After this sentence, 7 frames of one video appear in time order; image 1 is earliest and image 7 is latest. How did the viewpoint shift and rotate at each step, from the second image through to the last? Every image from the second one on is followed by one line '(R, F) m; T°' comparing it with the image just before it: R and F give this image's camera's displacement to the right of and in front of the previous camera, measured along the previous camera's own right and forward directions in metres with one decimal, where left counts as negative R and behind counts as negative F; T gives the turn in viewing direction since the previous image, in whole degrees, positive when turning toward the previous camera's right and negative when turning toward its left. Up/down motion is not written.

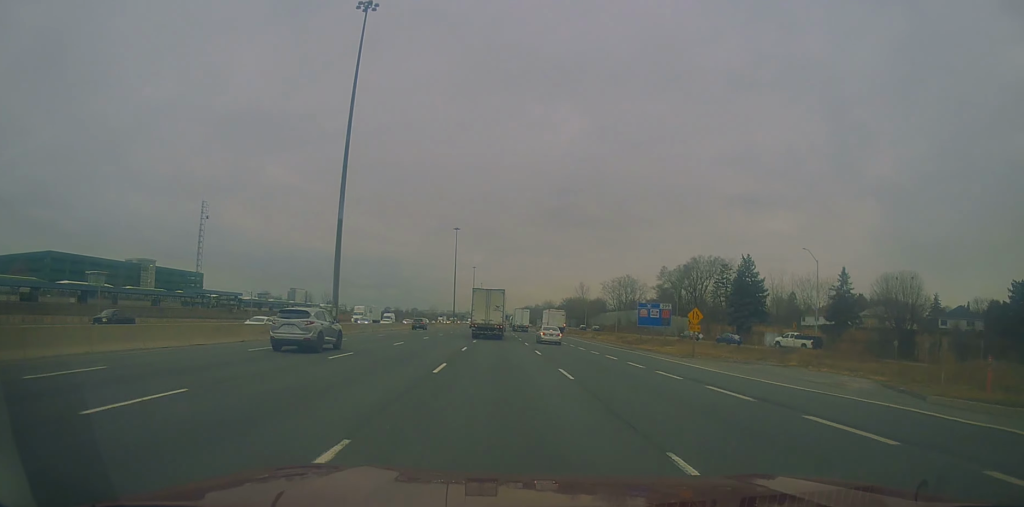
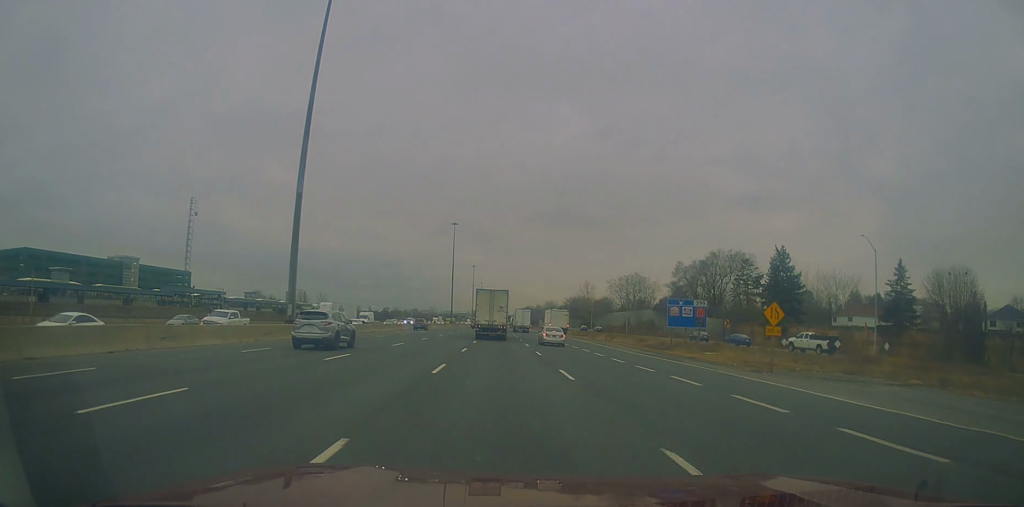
(-0.3, +12.4) m; 0°
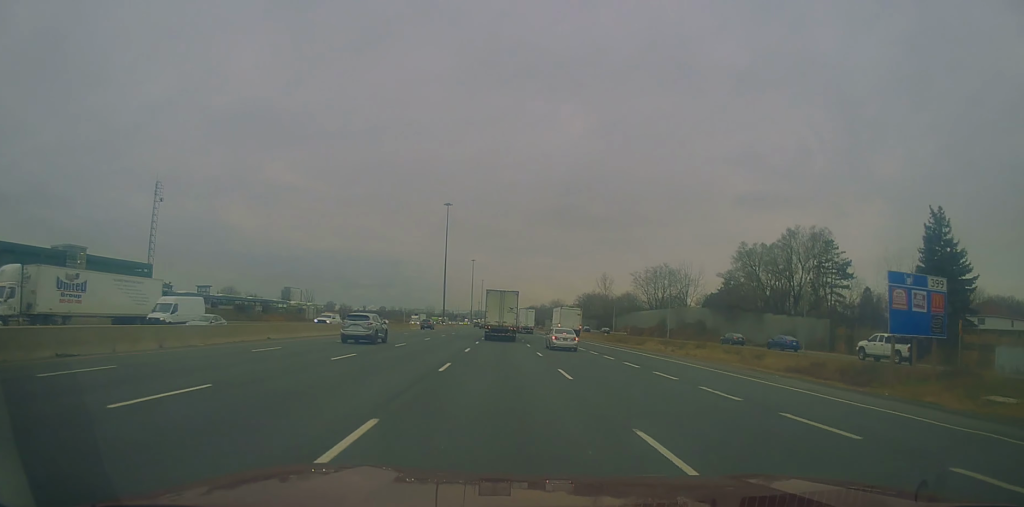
(+0.4, +35.0) m; +1°
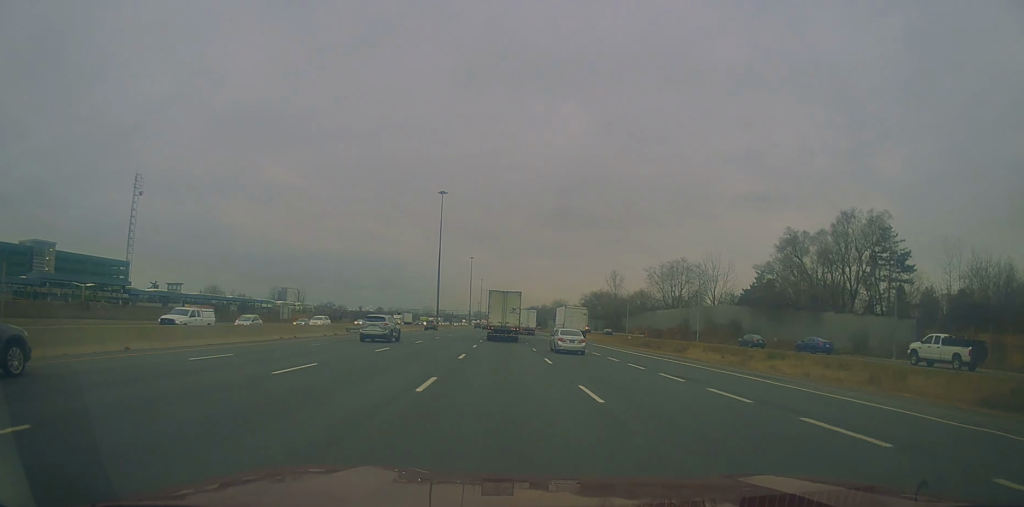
(+0.1, +16.9) m; 0°
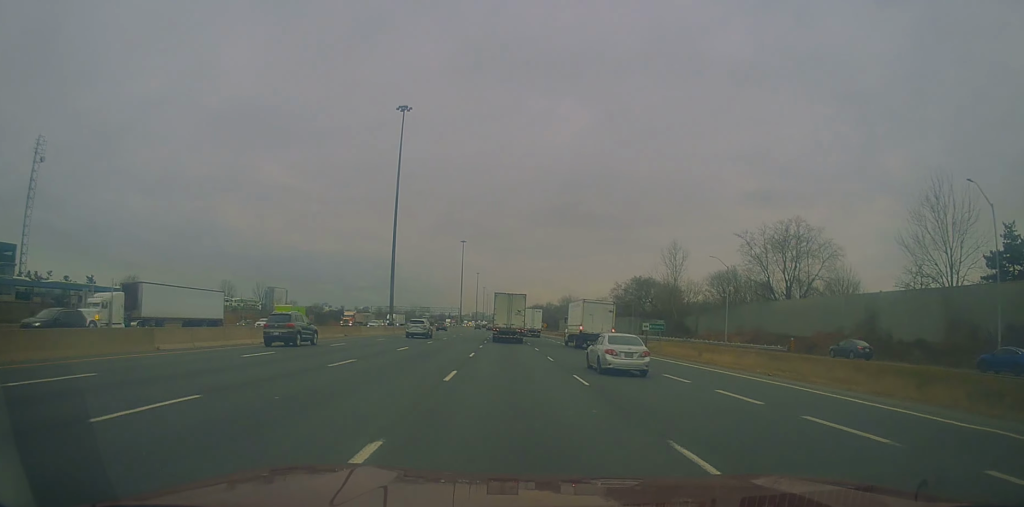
(-0.3, +64.0) m; 0°
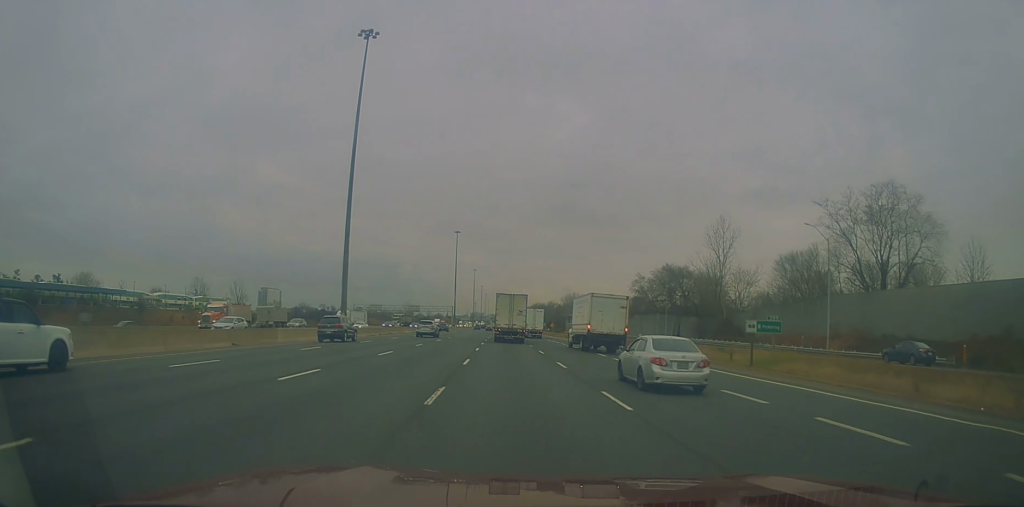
(-0.1, +26.9) m; 0°
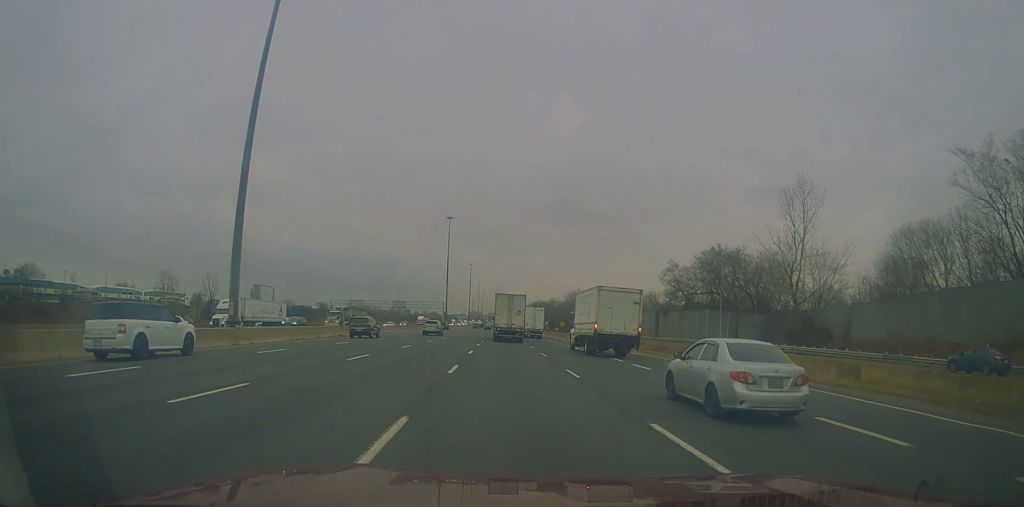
(+0.1, +26.7) m; 0°
